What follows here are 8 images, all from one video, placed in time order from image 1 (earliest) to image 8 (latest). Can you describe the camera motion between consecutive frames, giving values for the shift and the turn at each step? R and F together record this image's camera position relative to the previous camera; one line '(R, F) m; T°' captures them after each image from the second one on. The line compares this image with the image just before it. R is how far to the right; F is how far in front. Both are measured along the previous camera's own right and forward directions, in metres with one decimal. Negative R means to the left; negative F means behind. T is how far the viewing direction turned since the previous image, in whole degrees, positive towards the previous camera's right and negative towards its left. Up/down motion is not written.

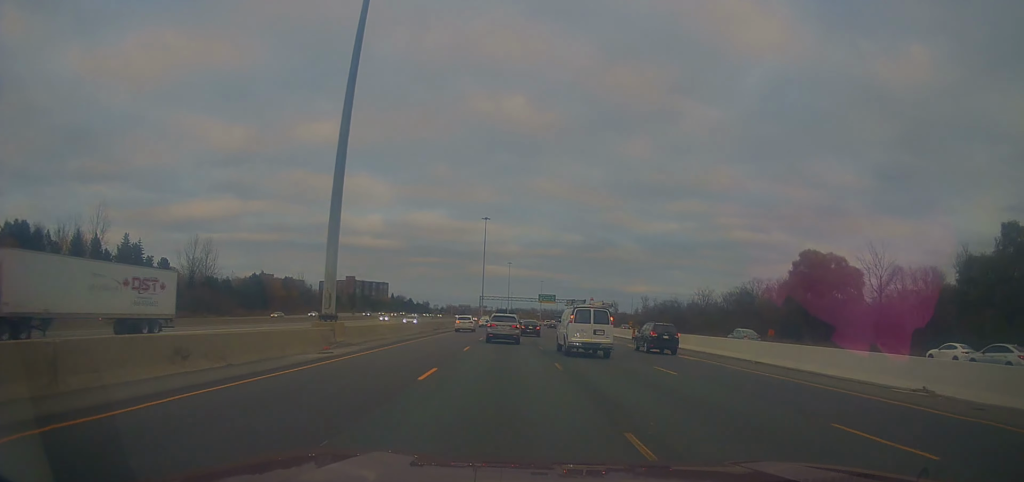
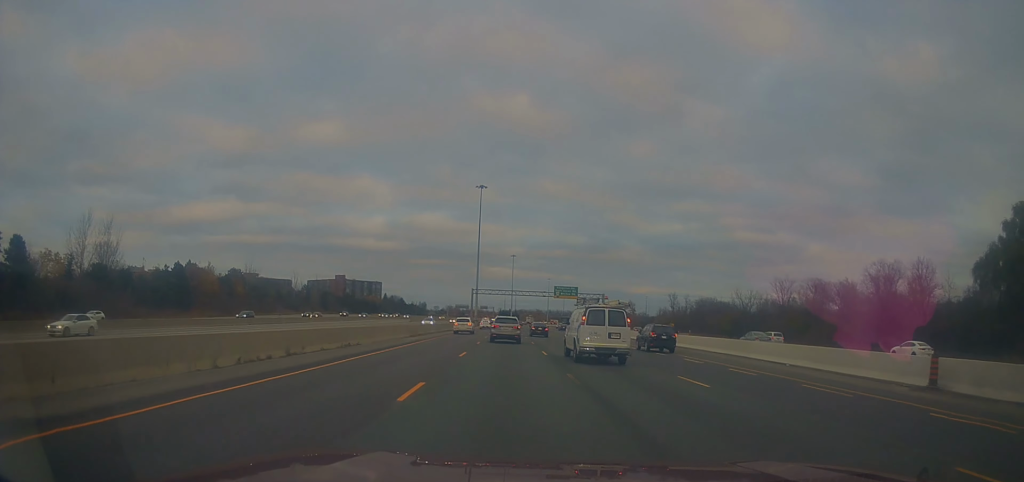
(0.0, +50.7) m; -1°
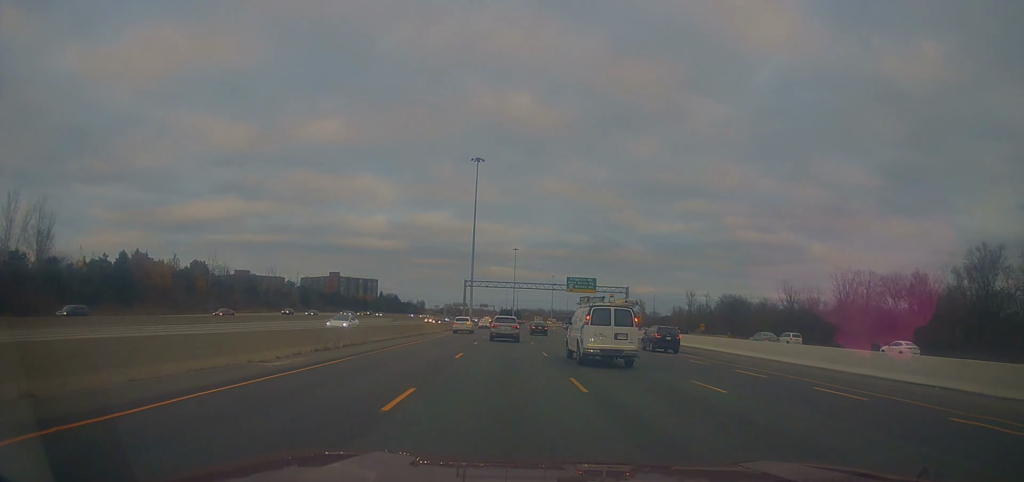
(-0.2, +25.0) m; -1°
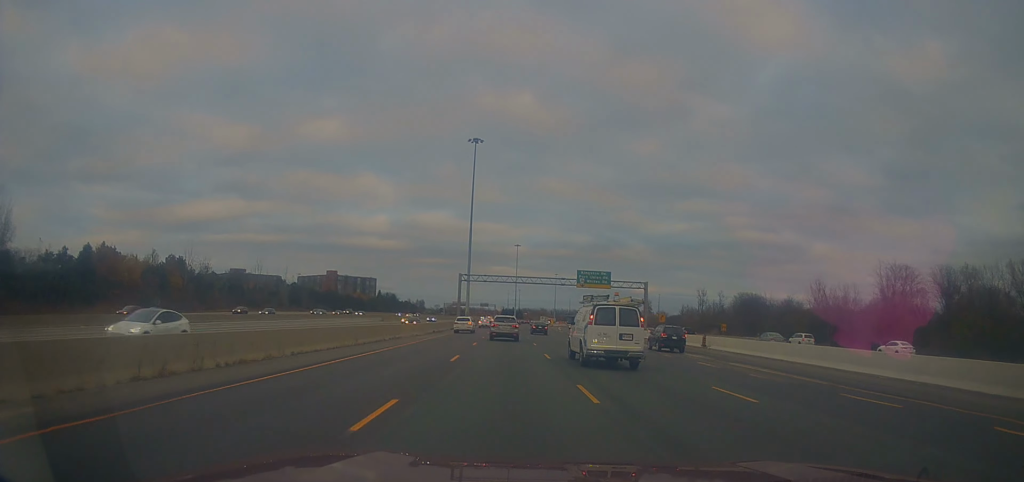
(0.0, +13.6) m; 0°
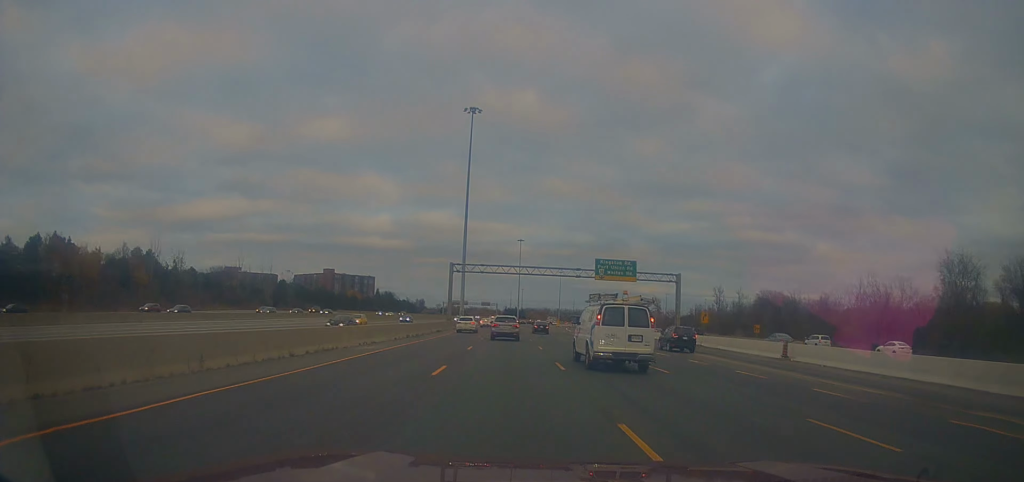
(0.0, +16.7) m; 0°
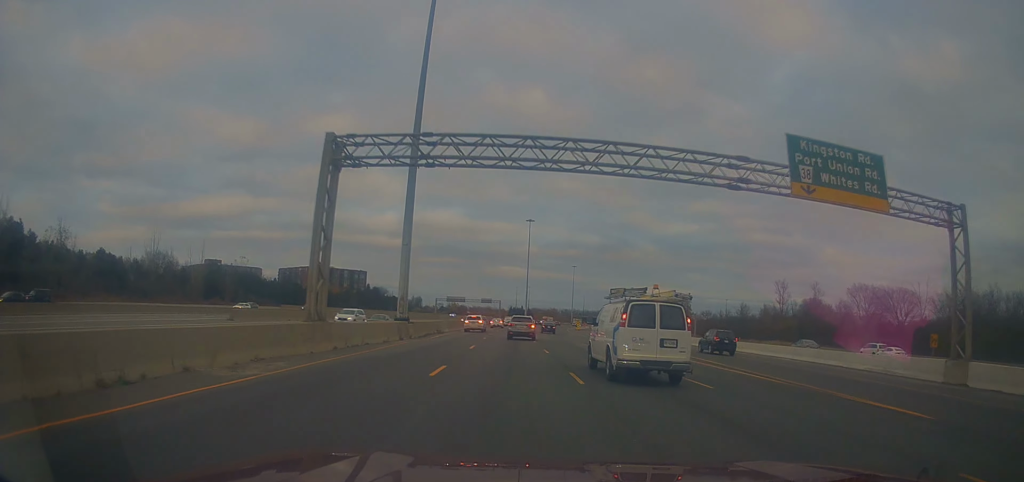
(0.0, +51.3) m; 0°
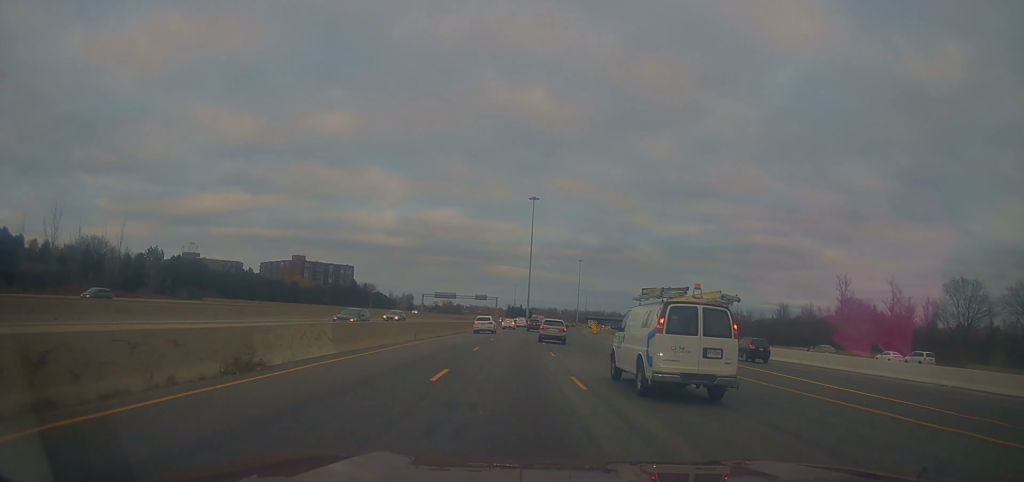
(+0.1, +36.9) m; -1°
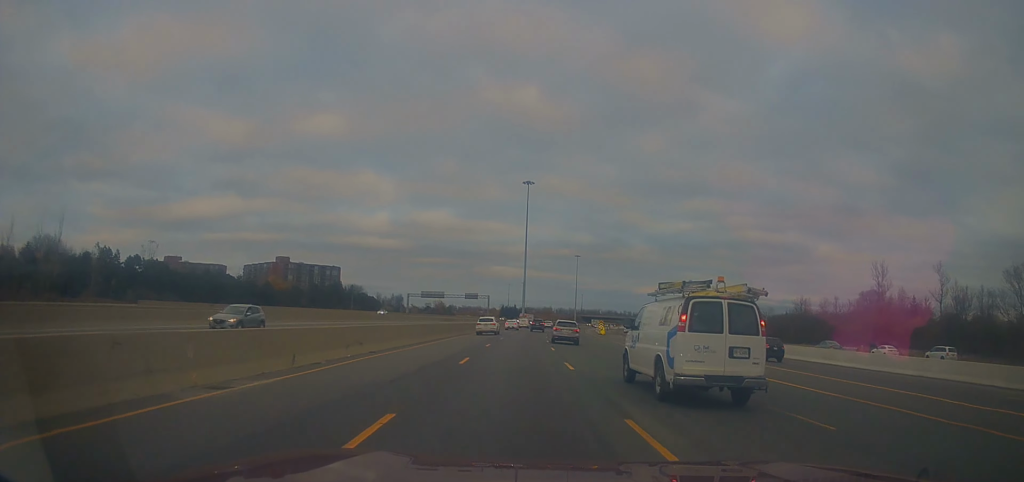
(-0.3, +19.0) m; +1°
